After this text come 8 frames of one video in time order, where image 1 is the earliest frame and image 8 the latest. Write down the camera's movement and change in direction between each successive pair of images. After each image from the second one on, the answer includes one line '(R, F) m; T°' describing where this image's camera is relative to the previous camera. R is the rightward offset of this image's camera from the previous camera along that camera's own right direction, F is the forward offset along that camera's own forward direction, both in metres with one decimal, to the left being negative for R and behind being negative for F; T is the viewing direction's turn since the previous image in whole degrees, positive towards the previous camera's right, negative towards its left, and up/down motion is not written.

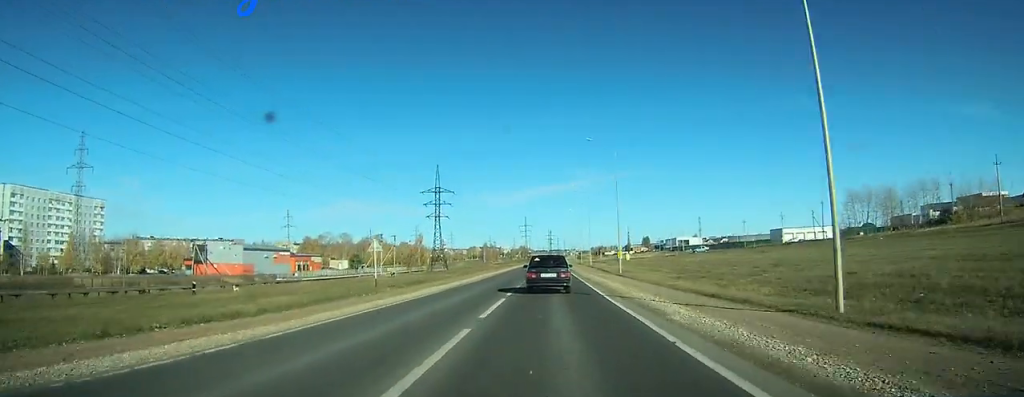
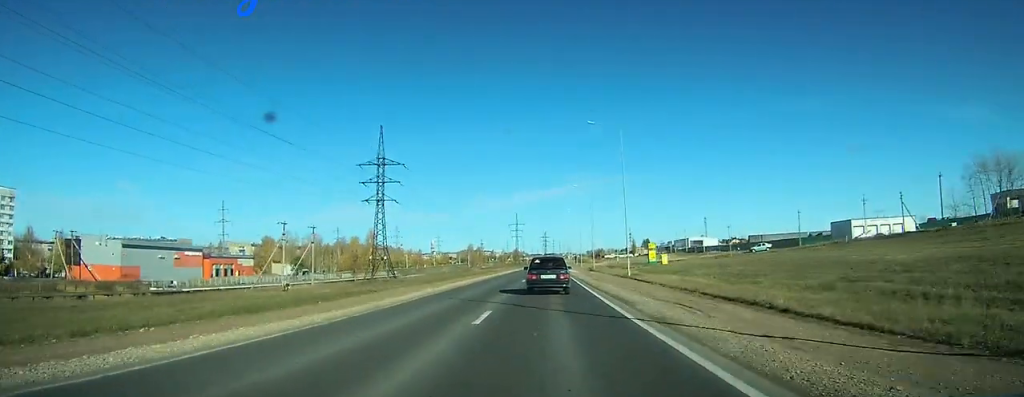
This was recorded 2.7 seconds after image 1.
(+0.2, +52.9) m; +1°
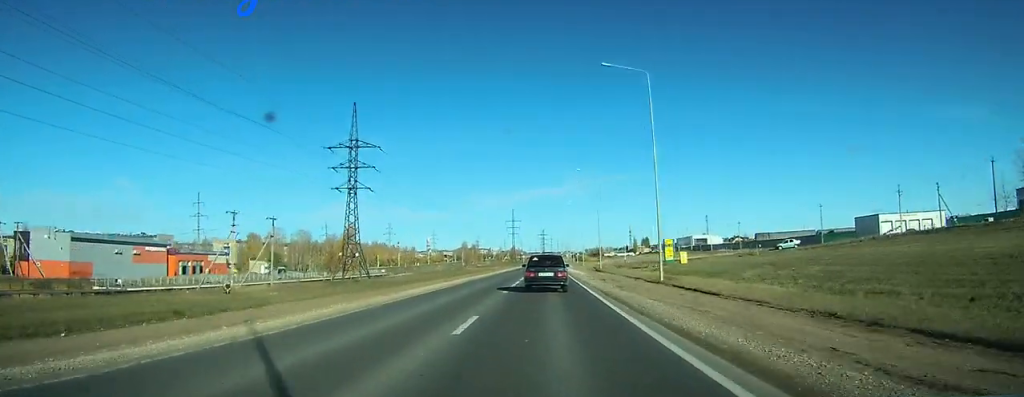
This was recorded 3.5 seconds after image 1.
(+0.1, +15.5) m; 0°
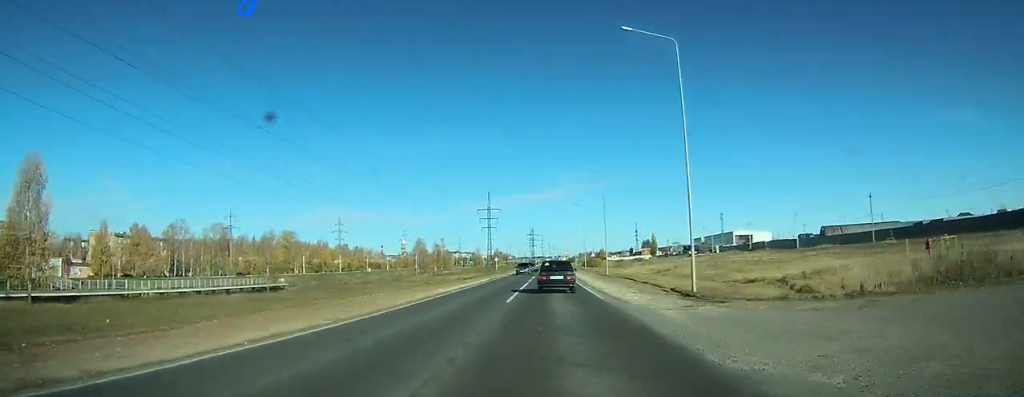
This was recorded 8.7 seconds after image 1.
(+1.1, +95.5) m; +1°
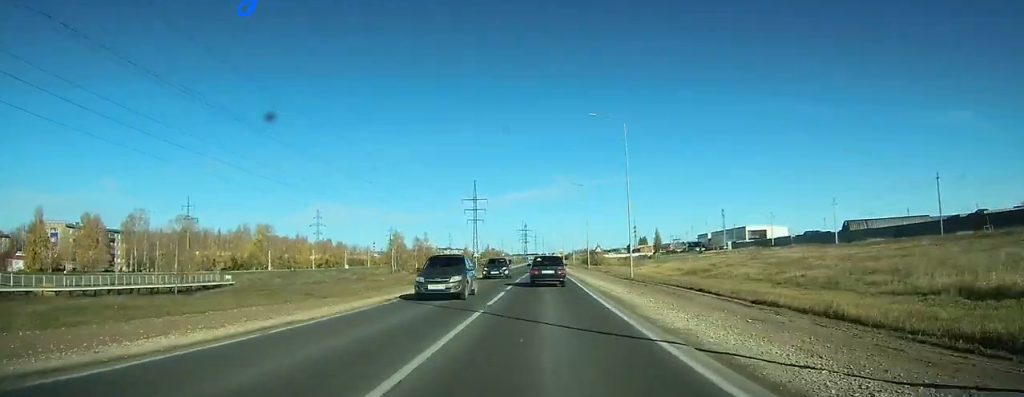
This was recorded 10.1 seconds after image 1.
(0.0, +25.8) m; +1°
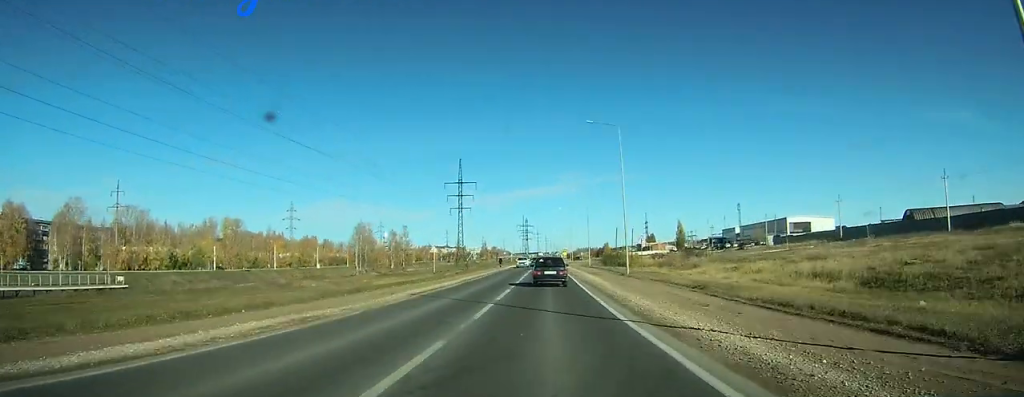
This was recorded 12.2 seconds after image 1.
(+0.5, +38.5) m; 0°
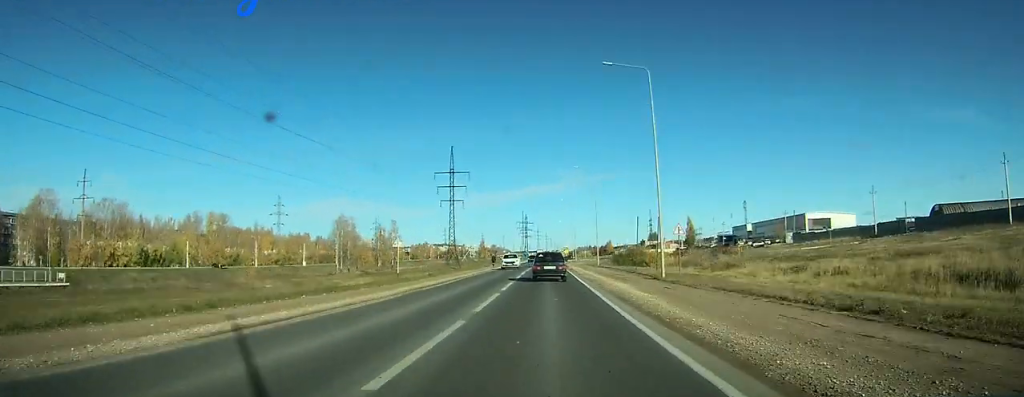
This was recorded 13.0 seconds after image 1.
(-0.1, +14.1) m; 0°
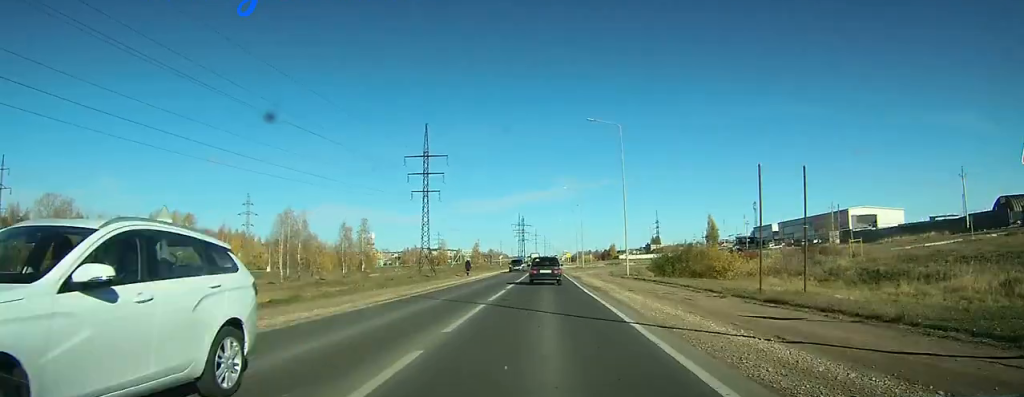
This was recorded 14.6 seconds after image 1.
(-0.1, +28.0) m; -1°
